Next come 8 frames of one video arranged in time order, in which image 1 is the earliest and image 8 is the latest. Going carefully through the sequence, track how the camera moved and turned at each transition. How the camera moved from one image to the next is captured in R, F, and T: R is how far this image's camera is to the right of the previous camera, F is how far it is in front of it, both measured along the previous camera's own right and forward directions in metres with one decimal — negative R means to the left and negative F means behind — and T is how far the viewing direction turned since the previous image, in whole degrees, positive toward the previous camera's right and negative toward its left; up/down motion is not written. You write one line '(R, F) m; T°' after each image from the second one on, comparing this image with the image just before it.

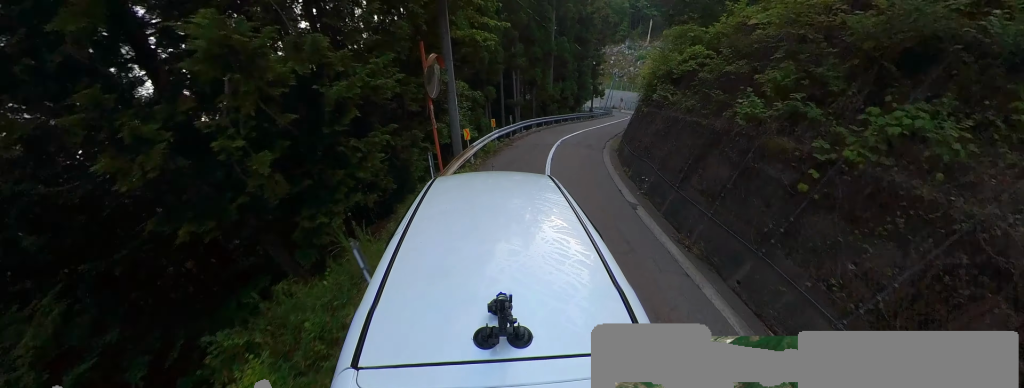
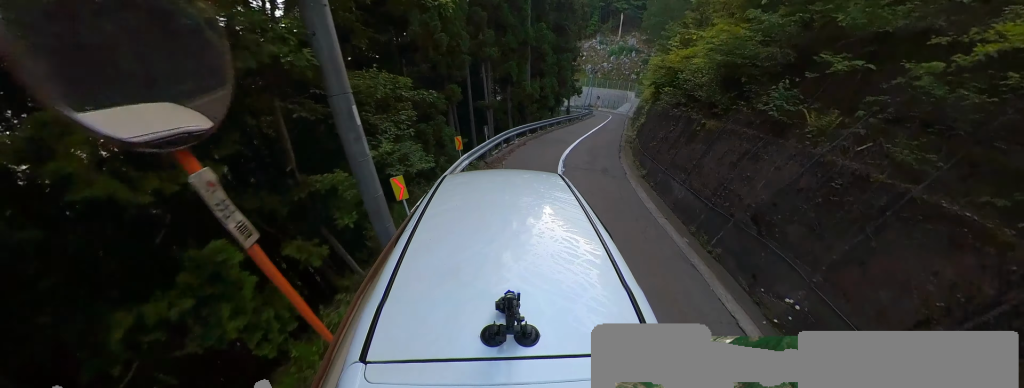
(+0.9, +6.1) m; +11°
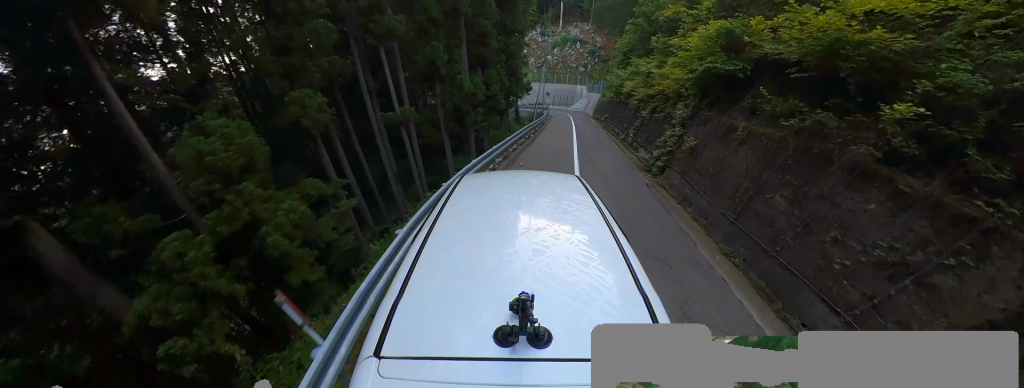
(+0.6, +8.6) m; +5°
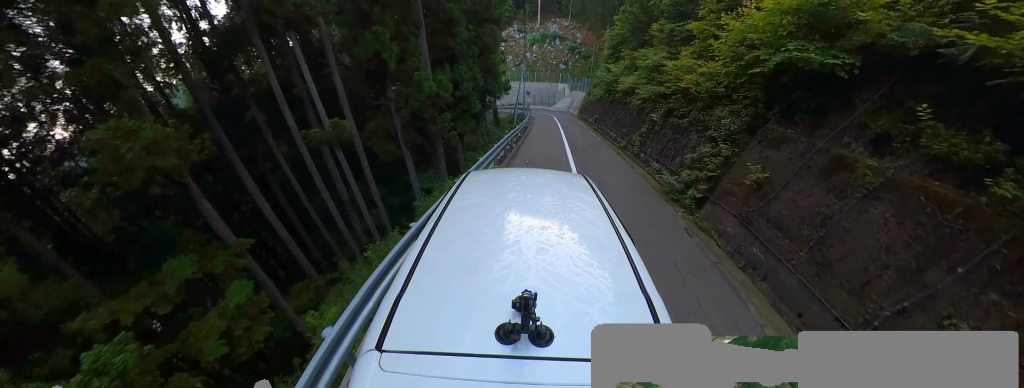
(0.0, +3.3) m; +1°
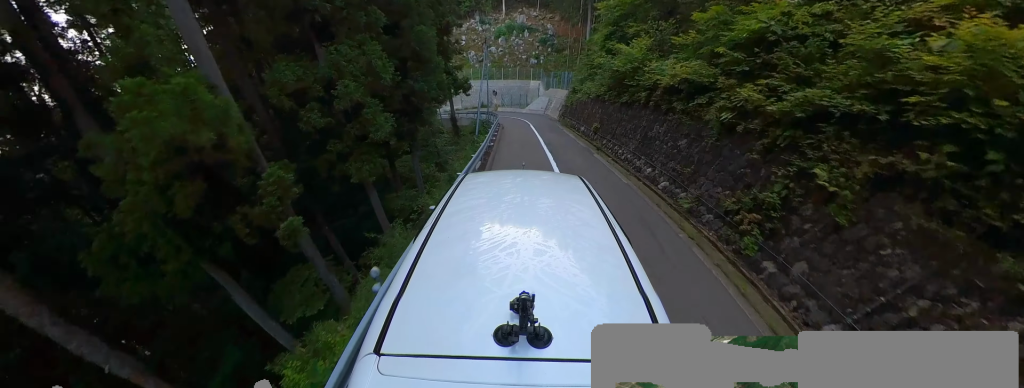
(+0.1, +8.1) m; +5°
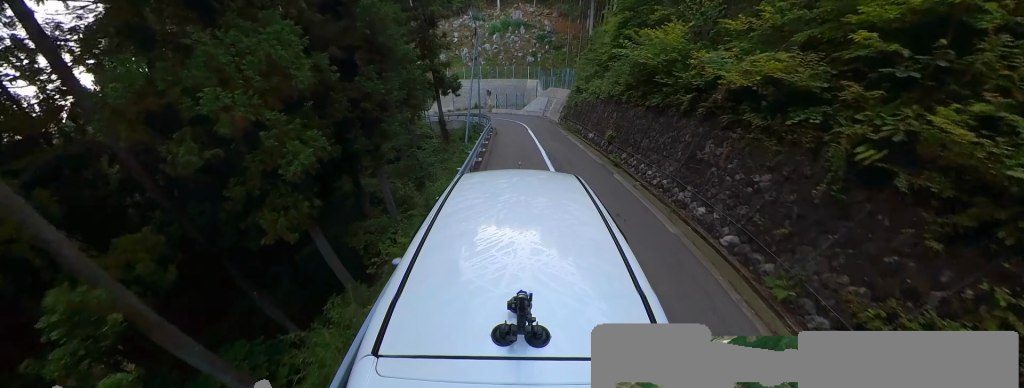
(0.0, +3.1) m; +3°
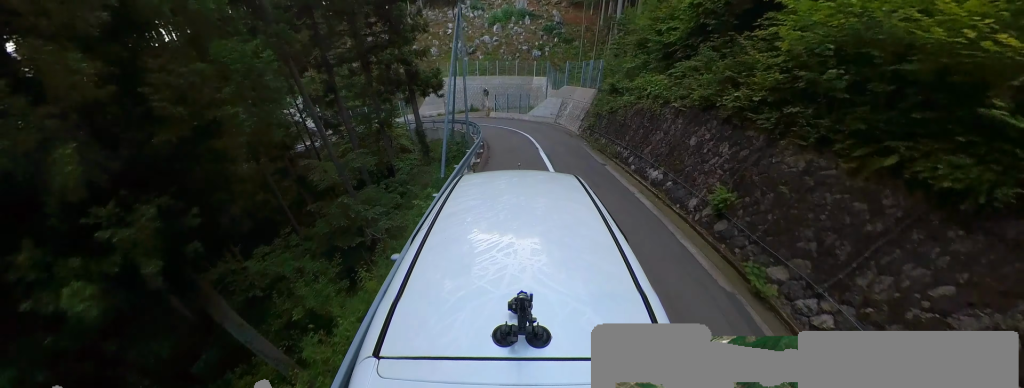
(+0.6, +7.7) m; +5°
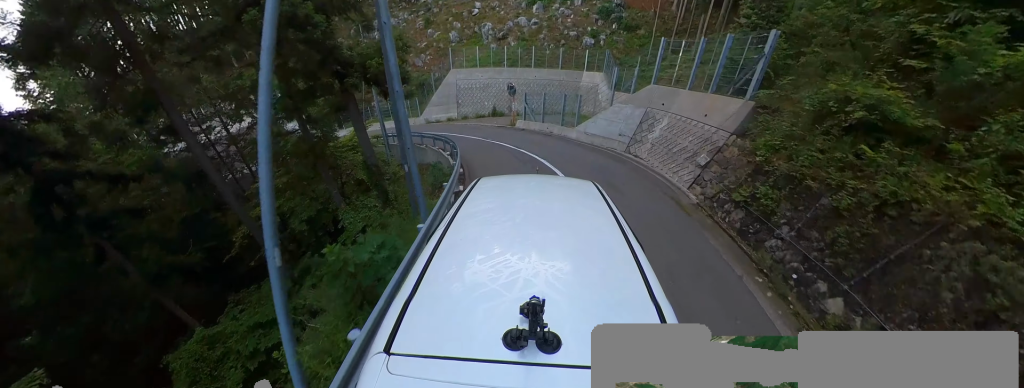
(+0.5, +12.0) m; +3°
